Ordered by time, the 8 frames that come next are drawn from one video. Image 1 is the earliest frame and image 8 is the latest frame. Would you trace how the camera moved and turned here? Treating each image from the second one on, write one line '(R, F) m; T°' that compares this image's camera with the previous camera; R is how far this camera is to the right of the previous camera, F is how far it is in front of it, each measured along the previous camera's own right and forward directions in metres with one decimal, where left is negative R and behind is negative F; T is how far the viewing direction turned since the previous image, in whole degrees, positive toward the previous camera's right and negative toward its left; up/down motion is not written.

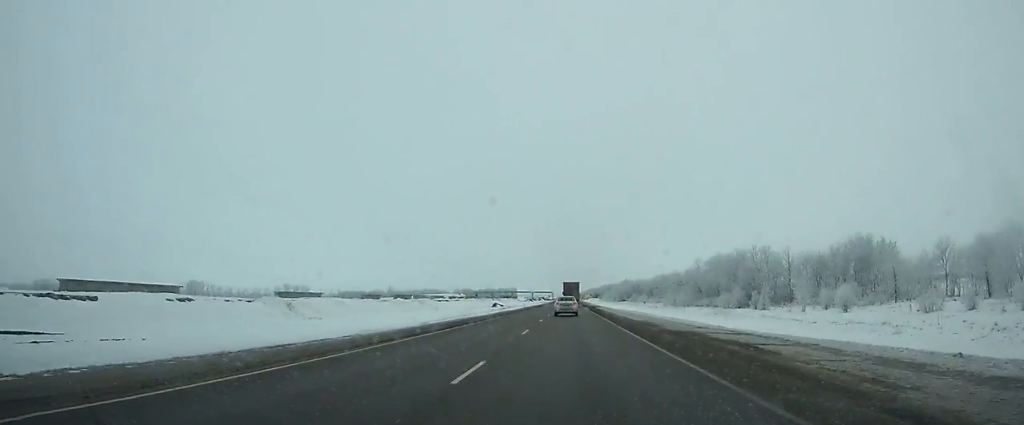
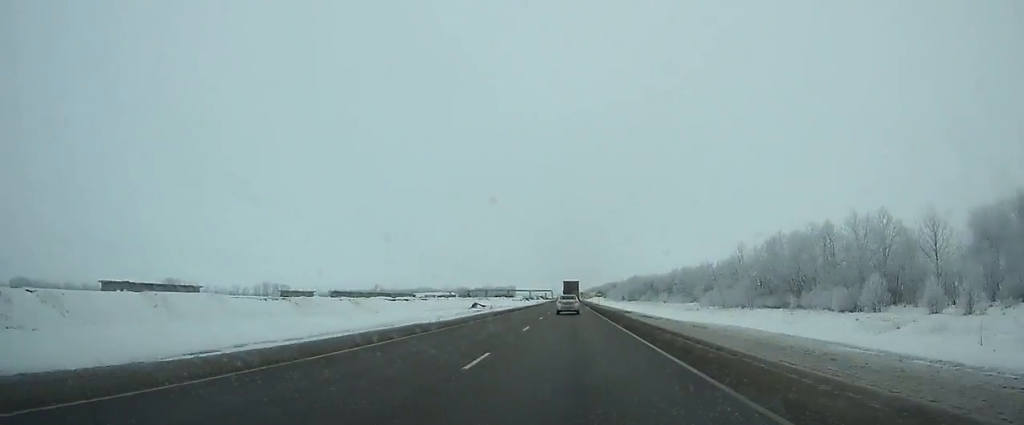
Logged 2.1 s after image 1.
(0.0, +46.7) m; 0°
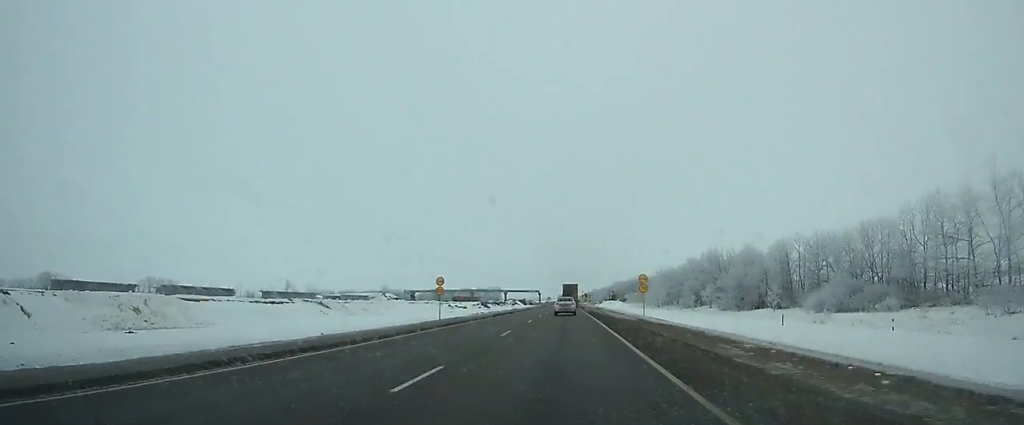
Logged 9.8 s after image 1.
(-0.1, +175.0) m; 0°
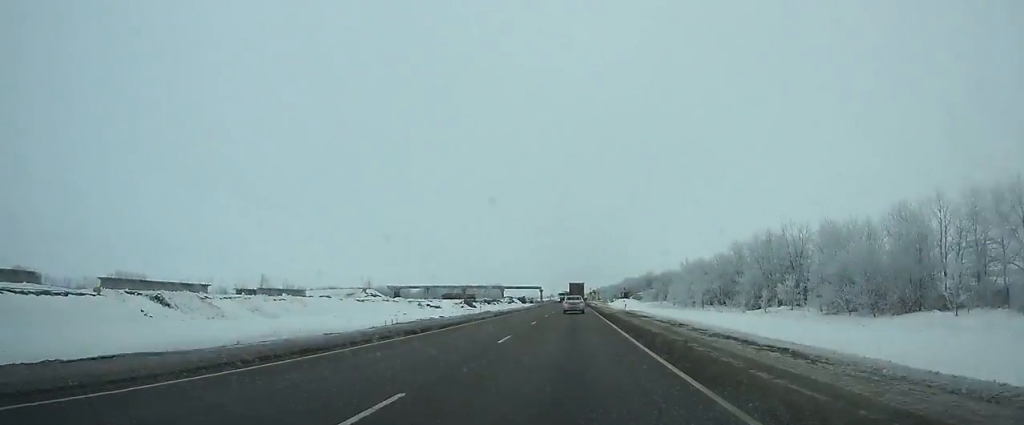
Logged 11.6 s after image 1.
(-0.1, +42.3) m; 0°
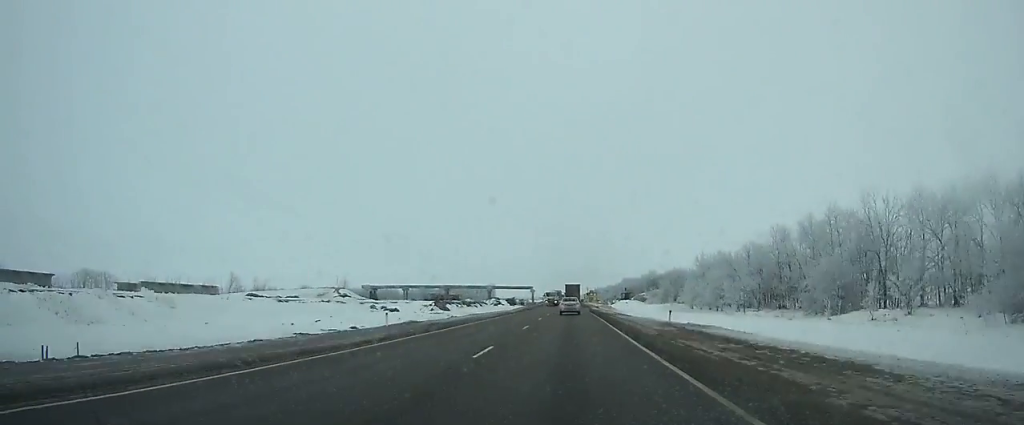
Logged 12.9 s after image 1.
(0.0, +30.8) m; 0°
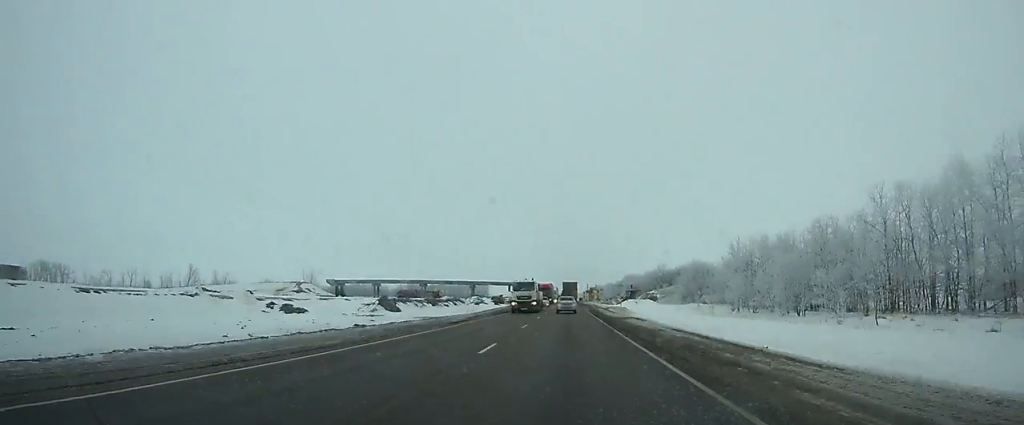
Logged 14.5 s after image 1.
(+0.1, +38.3) m; 0°
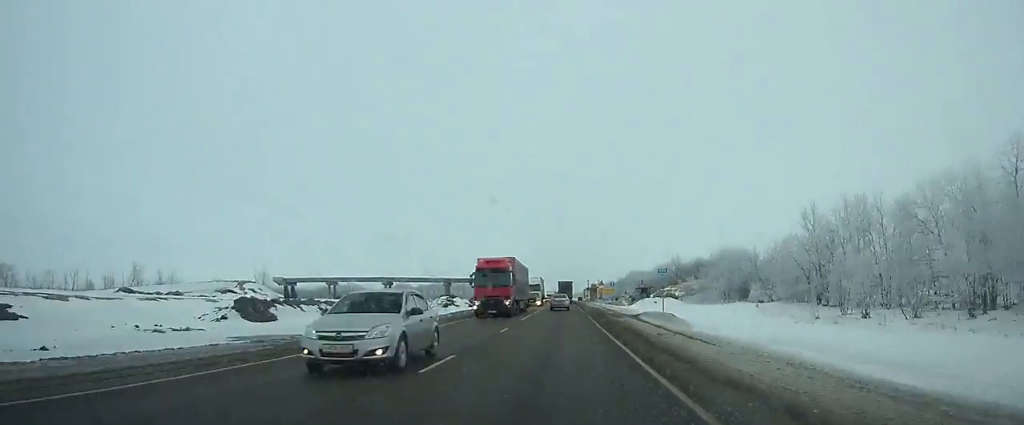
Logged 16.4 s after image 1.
(0.0, +44.6) m; 0°
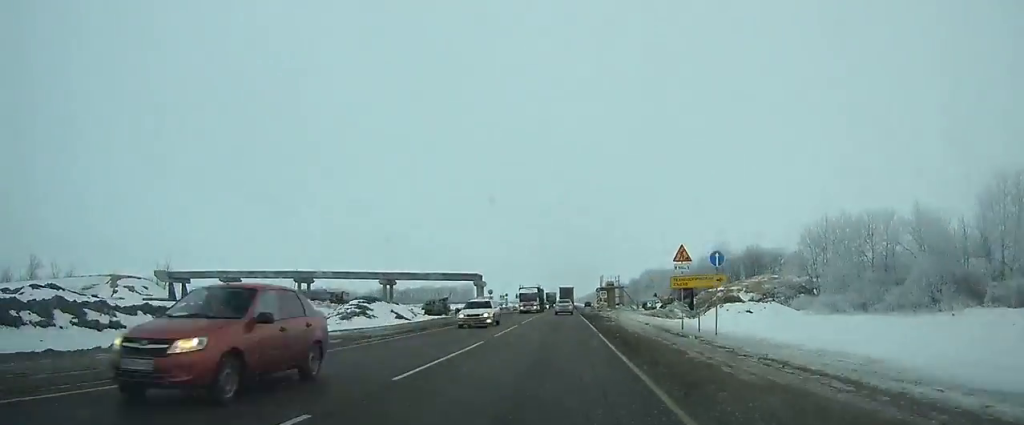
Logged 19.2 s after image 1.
(-0.2, +63.8) m; 0°
